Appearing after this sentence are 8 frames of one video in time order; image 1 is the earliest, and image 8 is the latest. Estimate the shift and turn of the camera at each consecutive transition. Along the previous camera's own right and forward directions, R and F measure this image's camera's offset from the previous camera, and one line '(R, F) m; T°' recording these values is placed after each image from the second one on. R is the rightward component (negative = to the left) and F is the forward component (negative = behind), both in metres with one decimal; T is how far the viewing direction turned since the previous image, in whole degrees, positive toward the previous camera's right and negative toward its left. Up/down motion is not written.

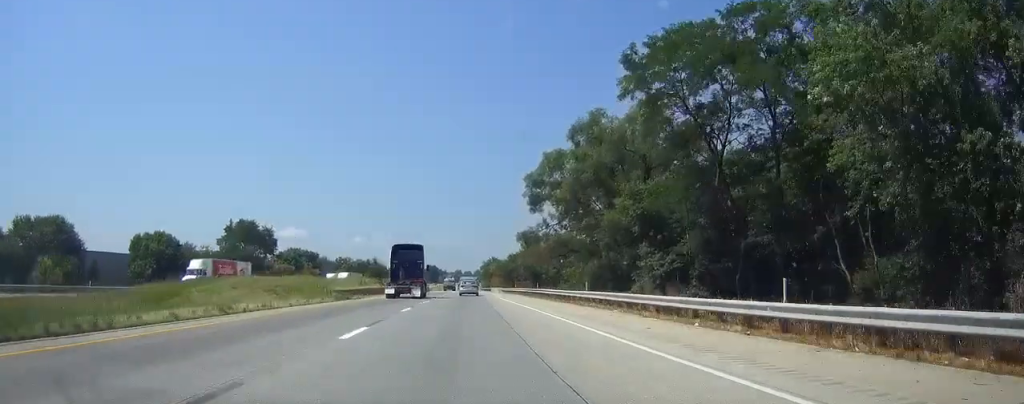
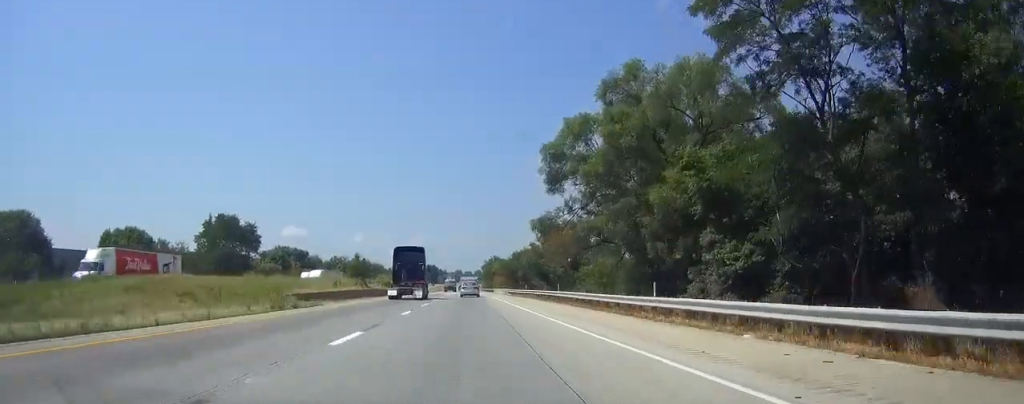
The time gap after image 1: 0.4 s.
(0.0, +13.3) m; 0°
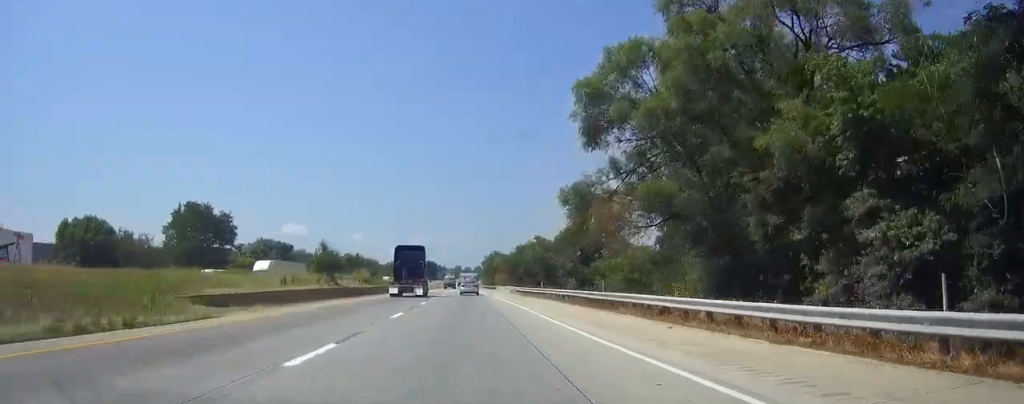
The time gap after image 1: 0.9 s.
(0.0, +15.3) m; 0°
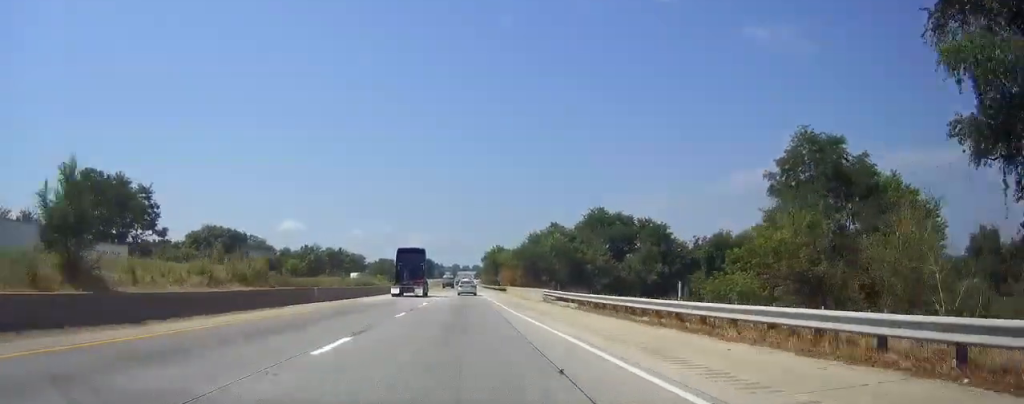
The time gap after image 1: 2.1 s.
(0.0, +34.9) m; 0°
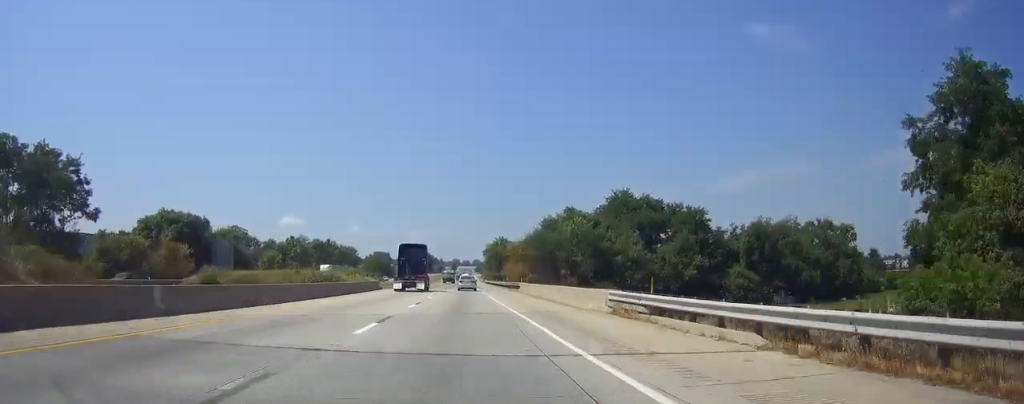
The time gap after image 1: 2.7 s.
(0.0, +20.7) m; 0°
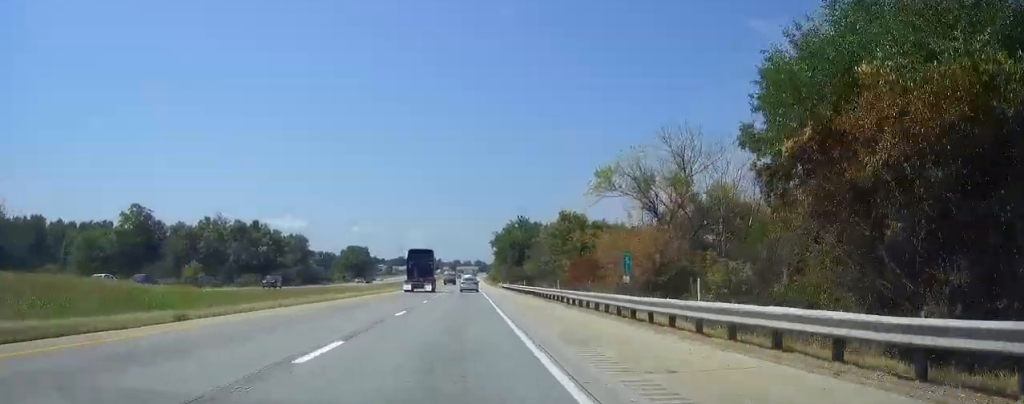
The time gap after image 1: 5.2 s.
(-0.1, +77.4) m; 0°
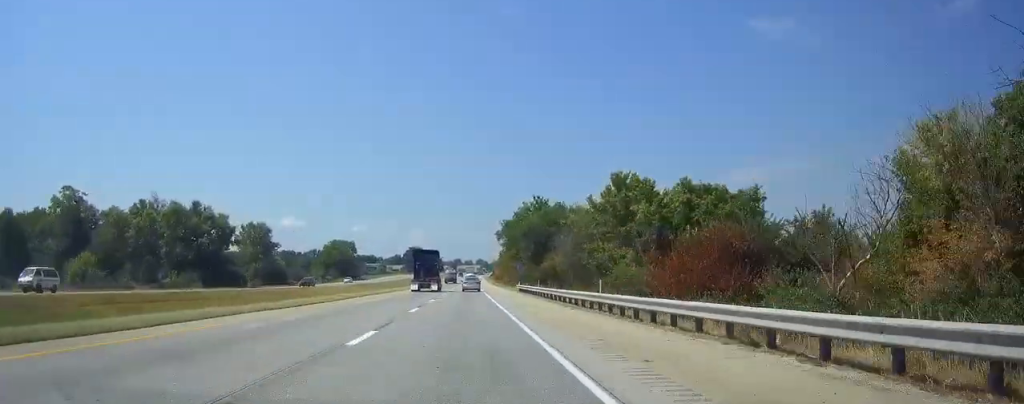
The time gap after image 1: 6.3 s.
(-0.2, +33.7) m; 0°
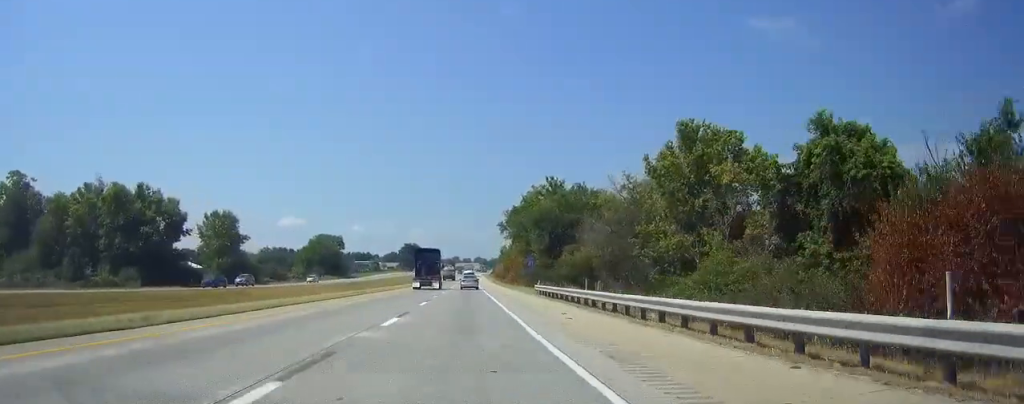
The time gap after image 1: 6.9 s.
(0.0, +20.1) m; 0°
